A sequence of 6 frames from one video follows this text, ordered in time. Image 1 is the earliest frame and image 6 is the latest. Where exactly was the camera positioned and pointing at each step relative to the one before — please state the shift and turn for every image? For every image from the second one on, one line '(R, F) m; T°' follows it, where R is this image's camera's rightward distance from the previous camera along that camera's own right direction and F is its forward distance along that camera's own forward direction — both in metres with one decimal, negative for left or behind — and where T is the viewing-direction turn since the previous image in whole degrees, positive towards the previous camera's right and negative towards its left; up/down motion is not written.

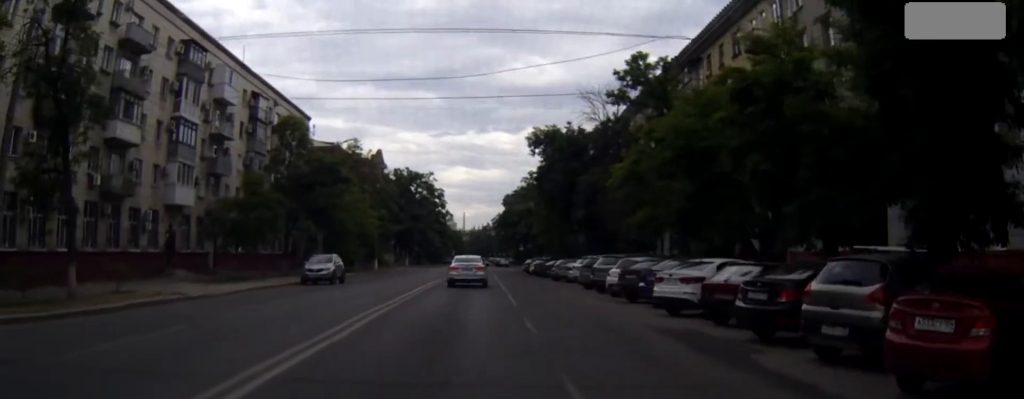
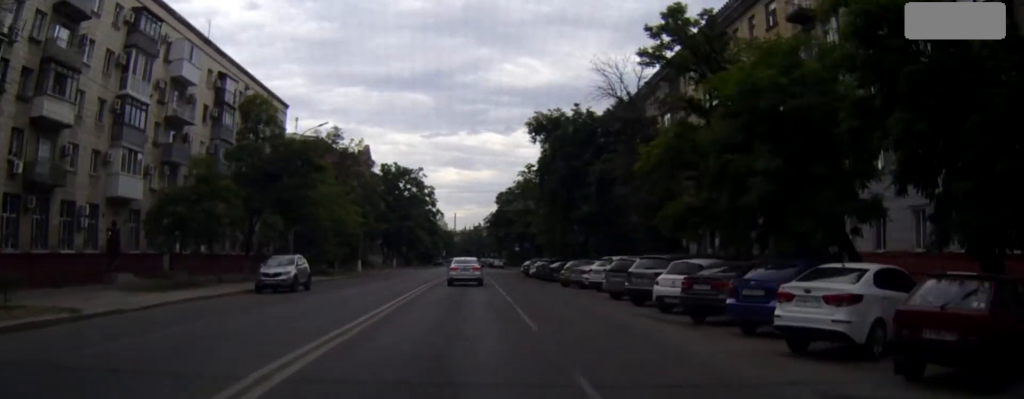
(0.0, +8.1) m; -2°
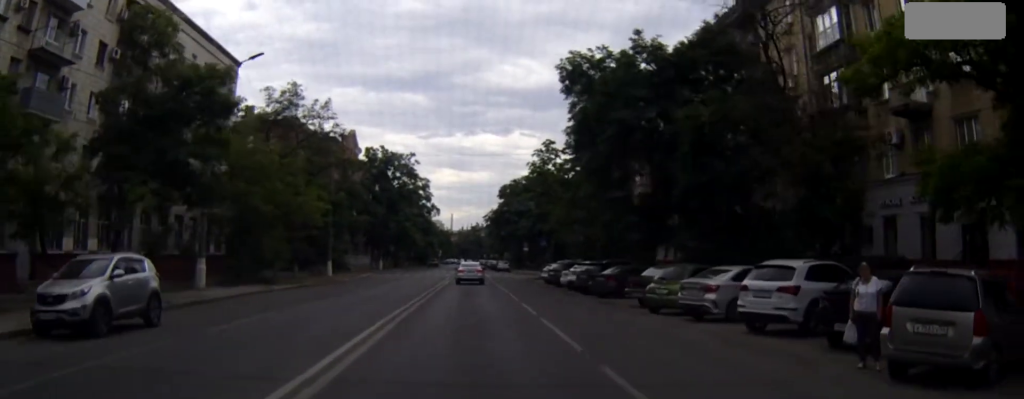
(-0.1, +18.7) m; +3°
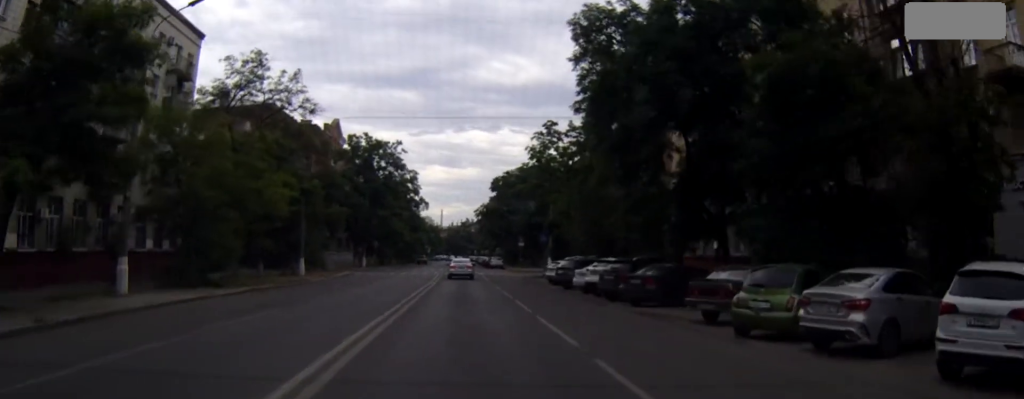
(+0.2, +7.9) m; +2°
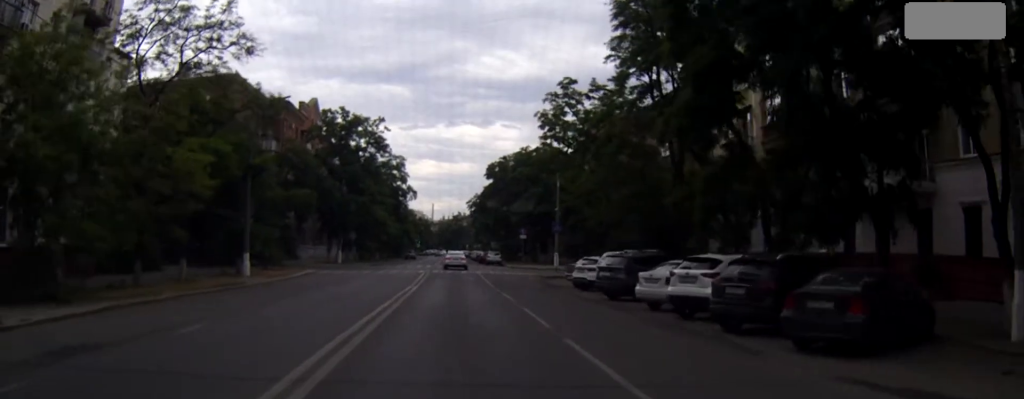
(+0.3, +13.6) m; +2°
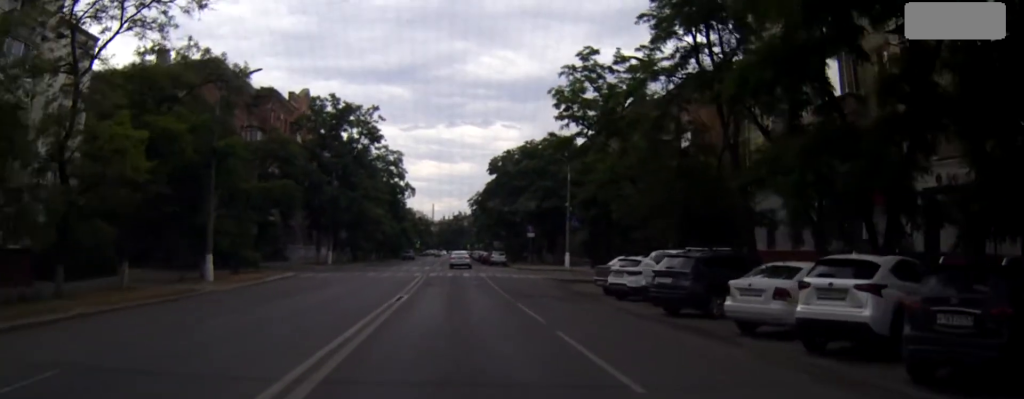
(0.0, +7.2) m; -1°
